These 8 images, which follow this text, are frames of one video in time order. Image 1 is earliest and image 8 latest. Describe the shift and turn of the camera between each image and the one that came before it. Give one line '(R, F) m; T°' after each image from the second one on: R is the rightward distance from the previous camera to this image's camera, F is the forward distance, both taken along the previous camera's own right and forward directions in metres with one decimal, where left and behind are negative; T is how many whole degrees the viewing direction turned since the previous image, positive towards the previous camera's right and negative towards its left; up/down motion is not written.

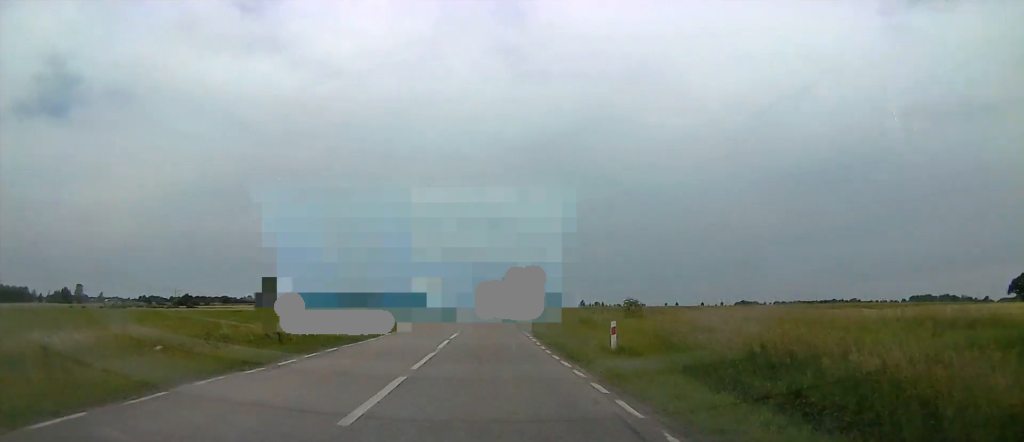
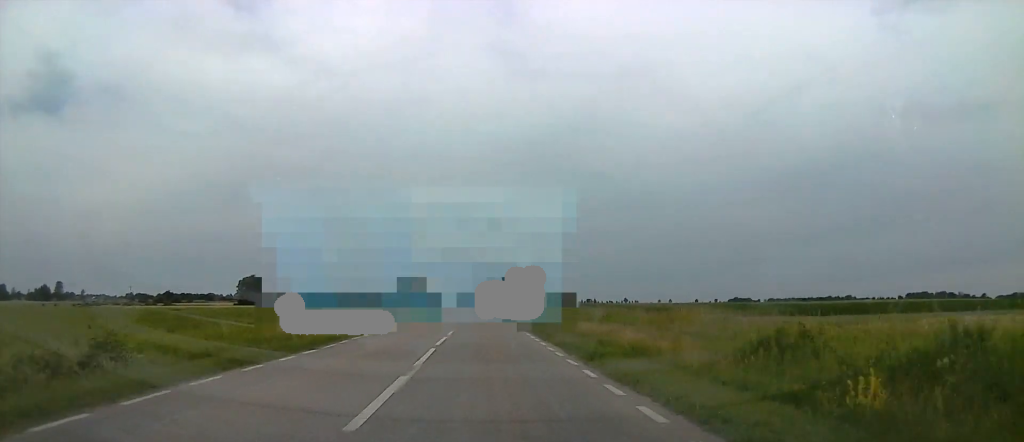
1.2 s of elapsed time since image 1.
(-0.1, +29.7) m; 0°
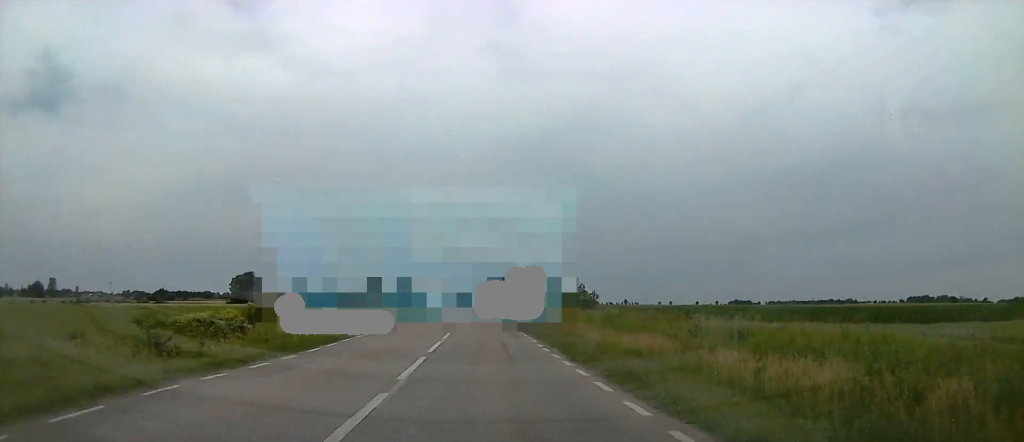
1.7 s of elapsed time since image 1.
(0.0, +13.6) m; 0°
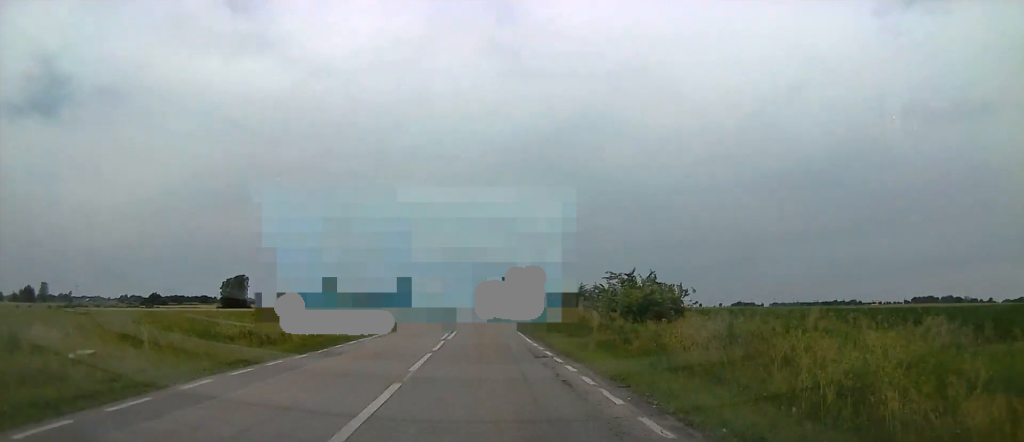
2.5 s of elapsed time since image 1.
(+0.1, +21.3) m; 0°
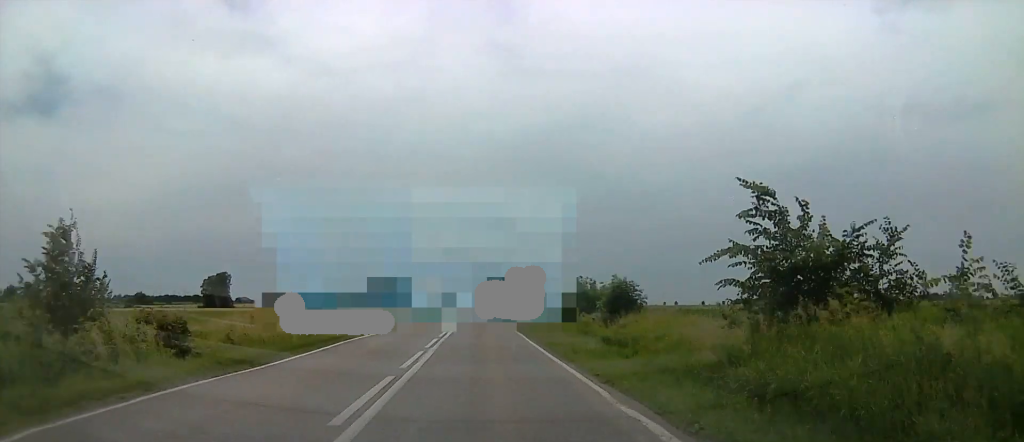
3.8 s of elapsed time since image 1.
(-0.9, +33.1) m; -4°
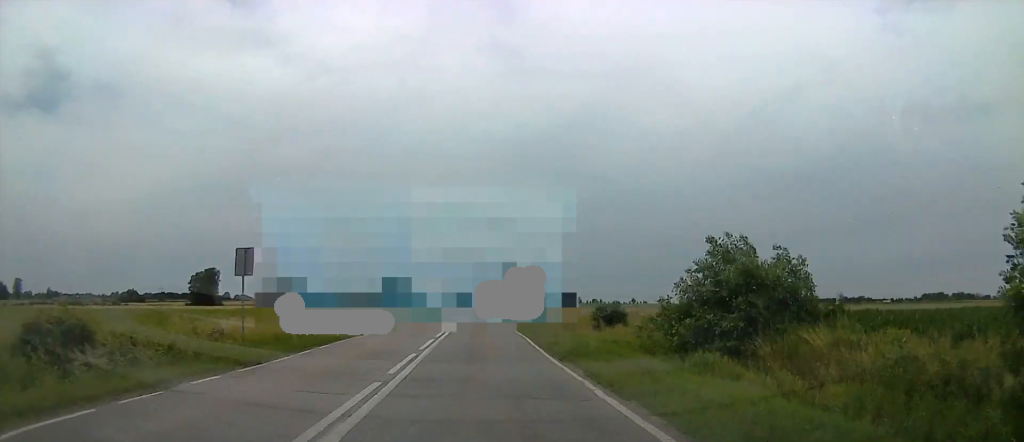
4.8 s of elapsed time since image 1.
(-0.8, +23.6) m; +1°
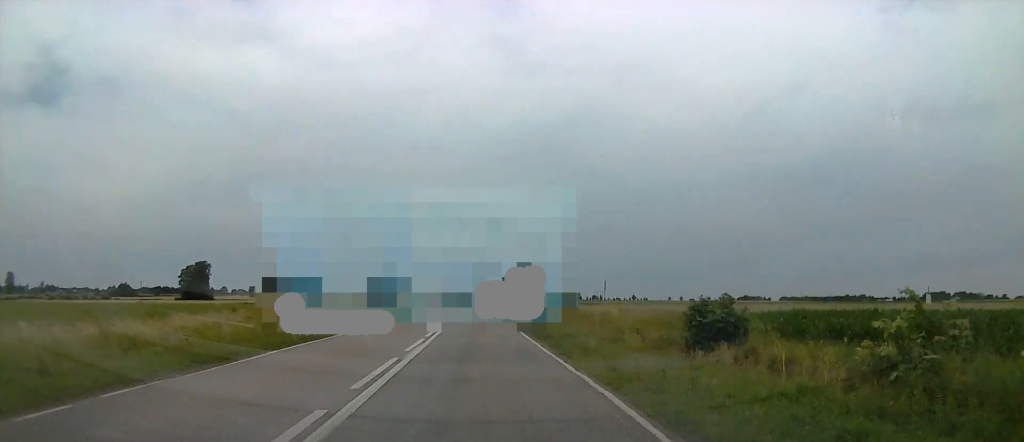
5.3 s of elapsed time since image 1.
(+0.6, +14.4) m; +2°
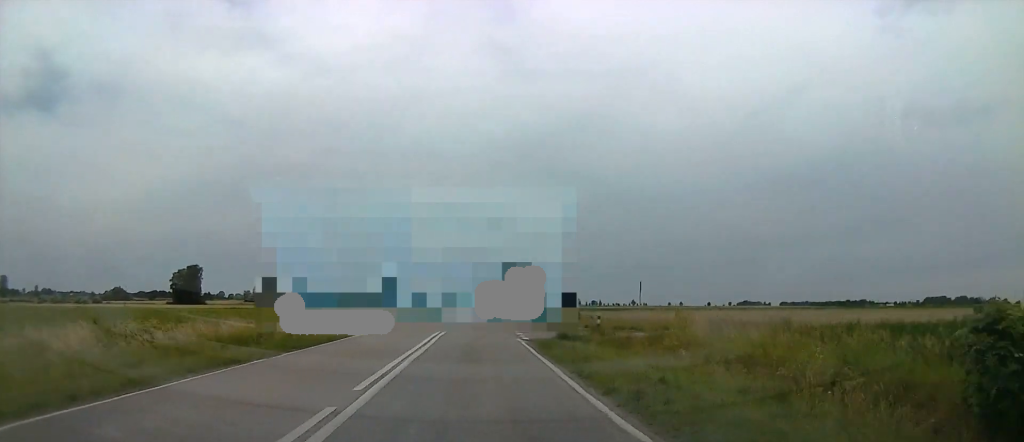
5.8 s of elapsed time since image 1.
(+0.1, +11.0) m; +1°
